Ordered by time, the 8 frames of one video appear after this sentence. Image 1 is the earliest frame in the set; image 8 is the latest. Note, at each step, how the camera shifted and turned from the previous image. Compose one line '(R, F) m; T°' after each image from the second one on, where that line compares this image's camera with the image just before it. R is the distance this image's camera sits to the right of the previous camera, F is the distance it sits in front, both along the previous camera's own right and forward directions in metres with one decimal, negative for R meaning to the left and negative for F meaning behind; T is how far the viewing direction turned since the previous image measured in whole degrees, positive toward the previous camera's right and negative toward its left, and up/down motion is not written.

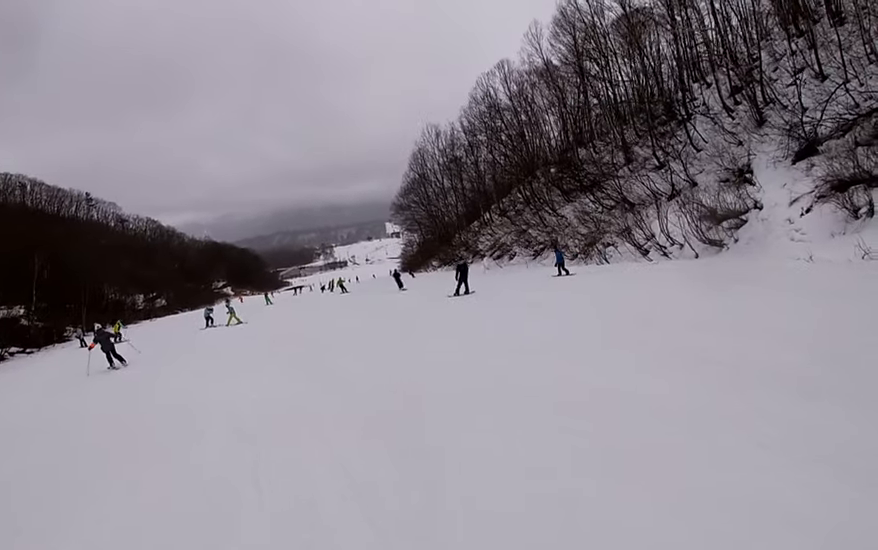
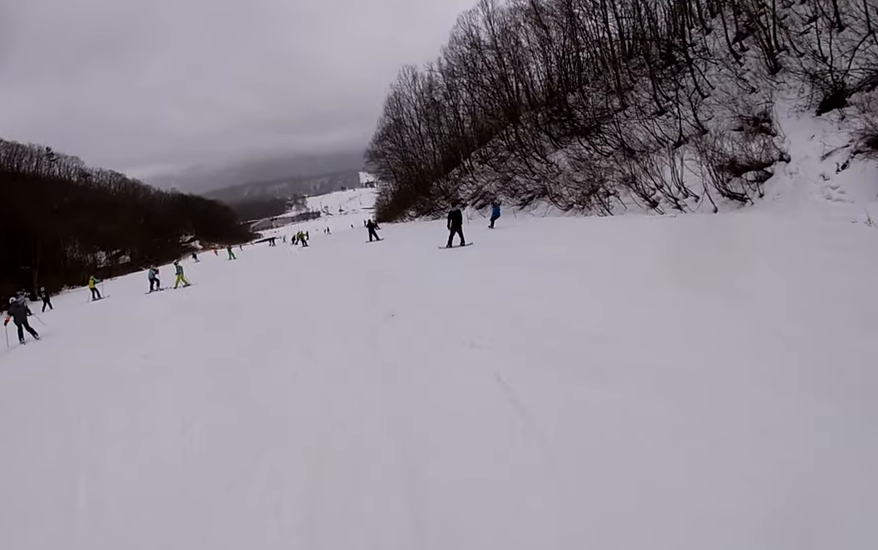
(-0.2, +3.3) m; +9°
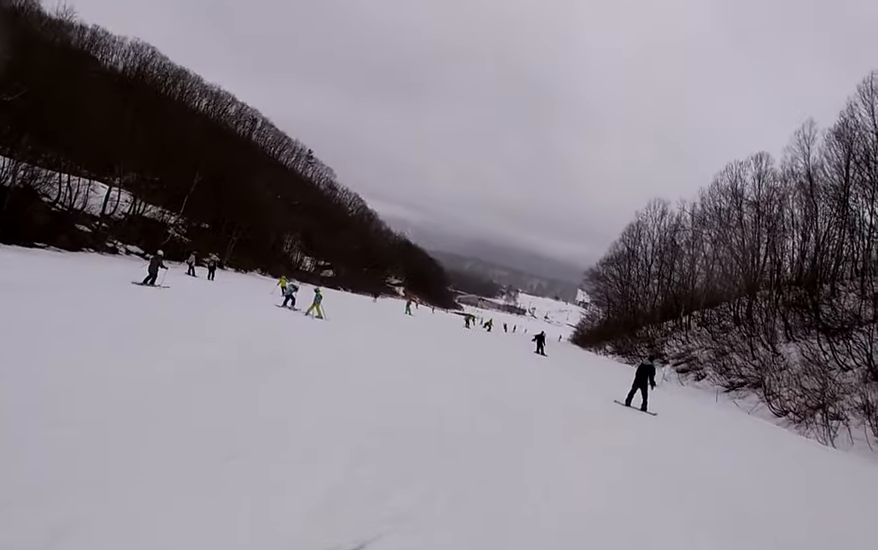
(+0.9, +4.5) m; -13°
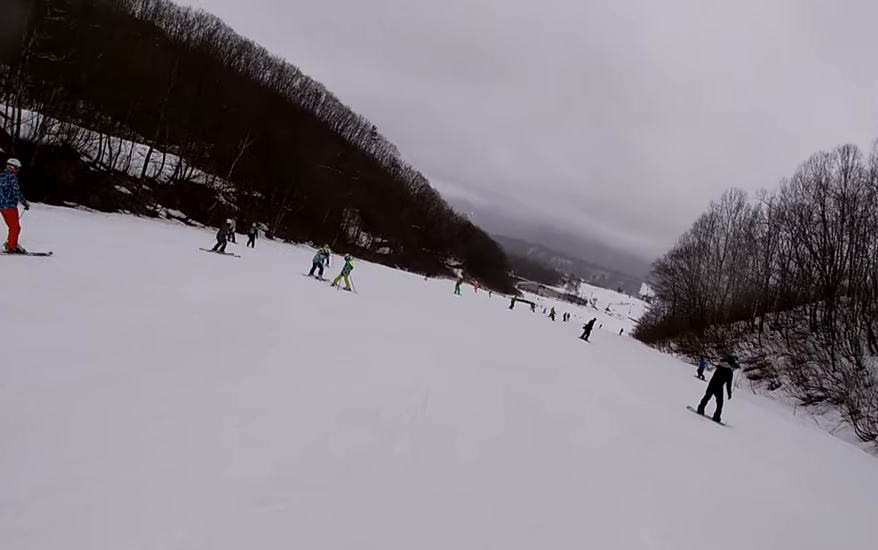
(-0.4, +2.4) m; -4°
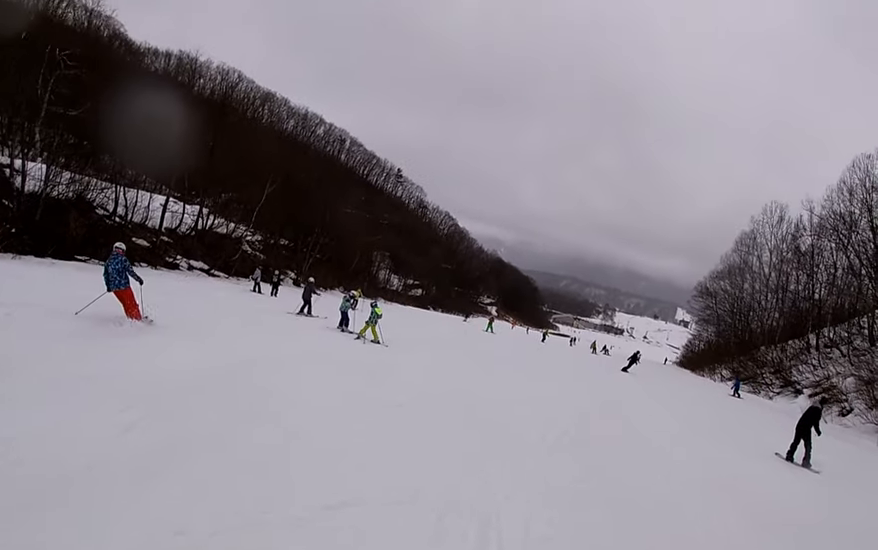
(-1.4, +2.4) m; 0°
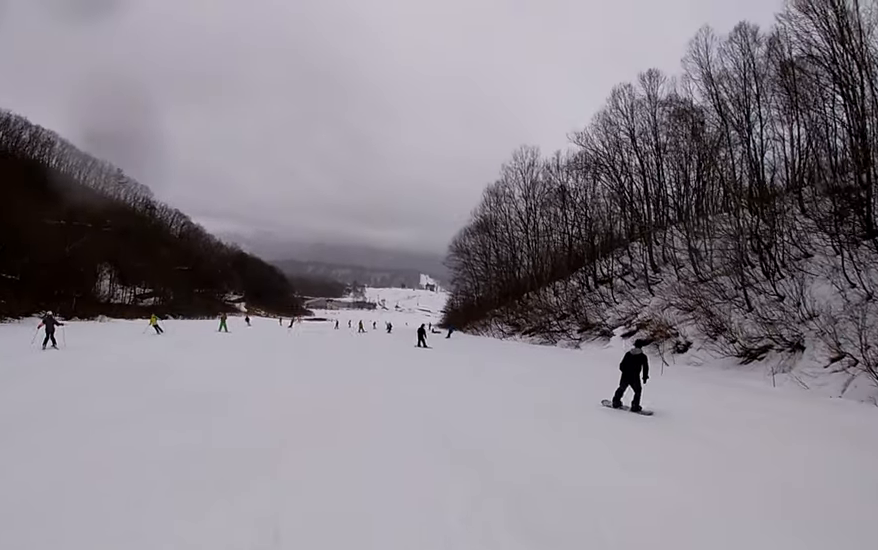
(+2.7, +10.9) m; +3°
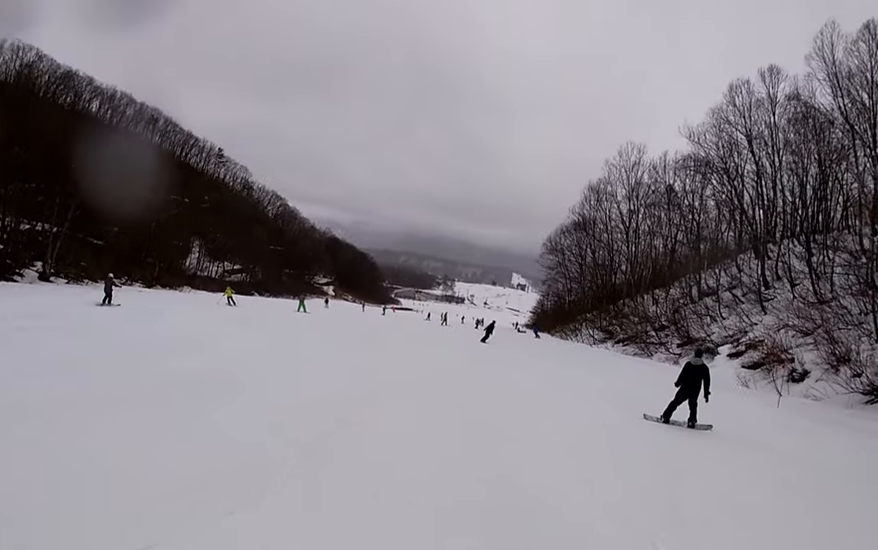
(-0.1, +2.7) m; 0°
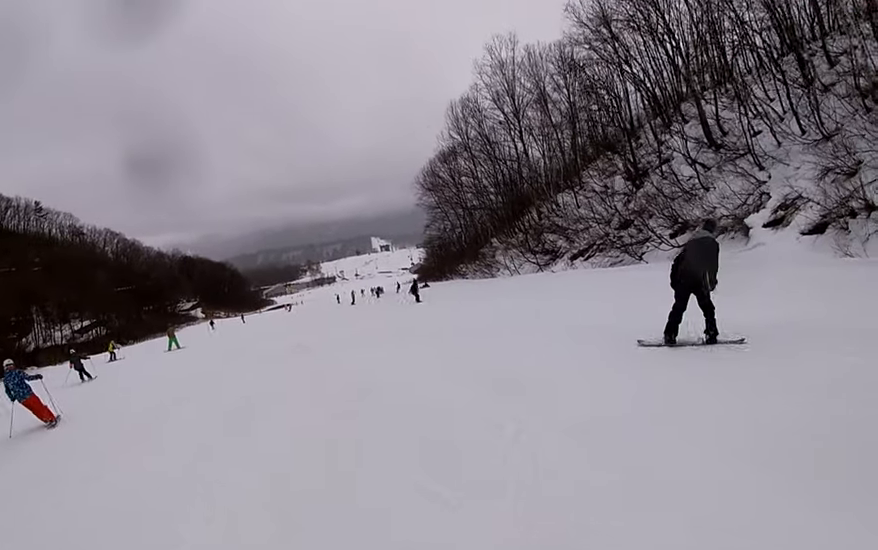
(+2.2, +11.7) m; +13°
